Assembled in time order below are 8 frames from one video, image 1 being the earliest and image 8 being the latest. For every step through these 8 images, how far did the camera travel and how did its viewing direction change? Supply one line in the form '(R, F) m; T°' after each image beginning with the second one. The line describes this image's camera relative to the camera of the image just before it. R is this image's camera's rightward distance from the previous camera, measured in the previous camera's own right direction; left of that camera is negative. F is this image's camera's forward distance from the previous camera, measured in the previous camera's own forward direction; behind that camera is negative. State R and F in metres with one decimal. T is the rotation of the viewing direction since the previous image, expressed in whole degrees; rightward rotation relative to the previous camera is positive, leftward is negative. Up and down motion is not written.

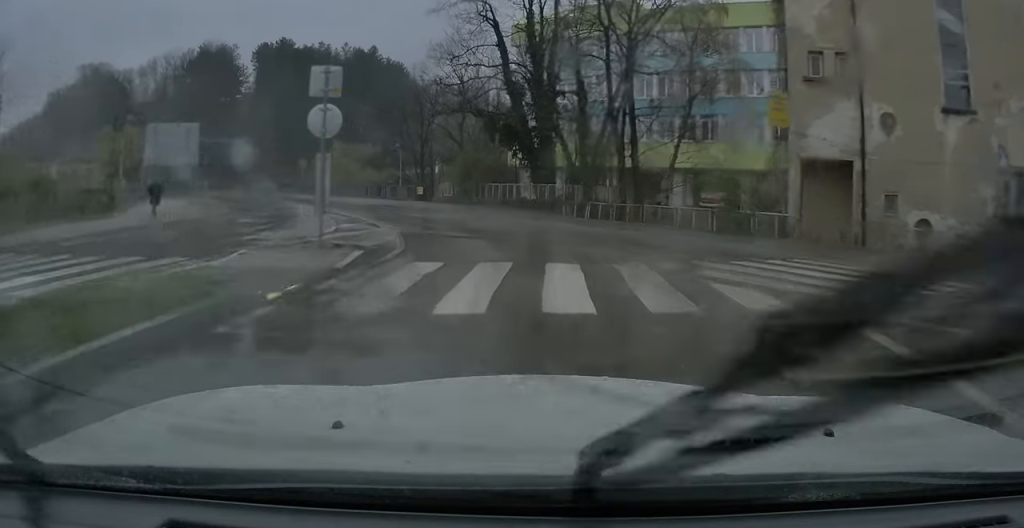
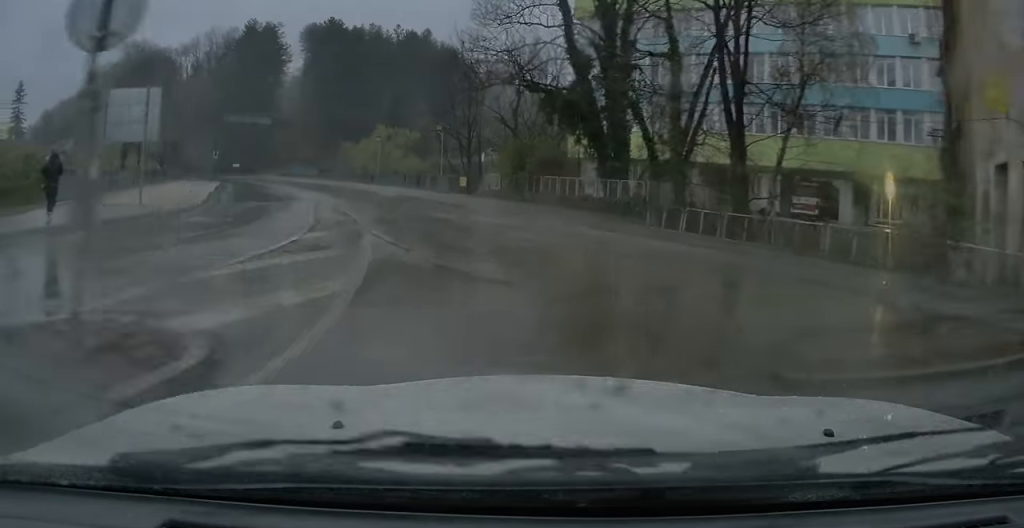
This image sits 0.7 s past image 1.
(0.0, +7.5) m; -5°
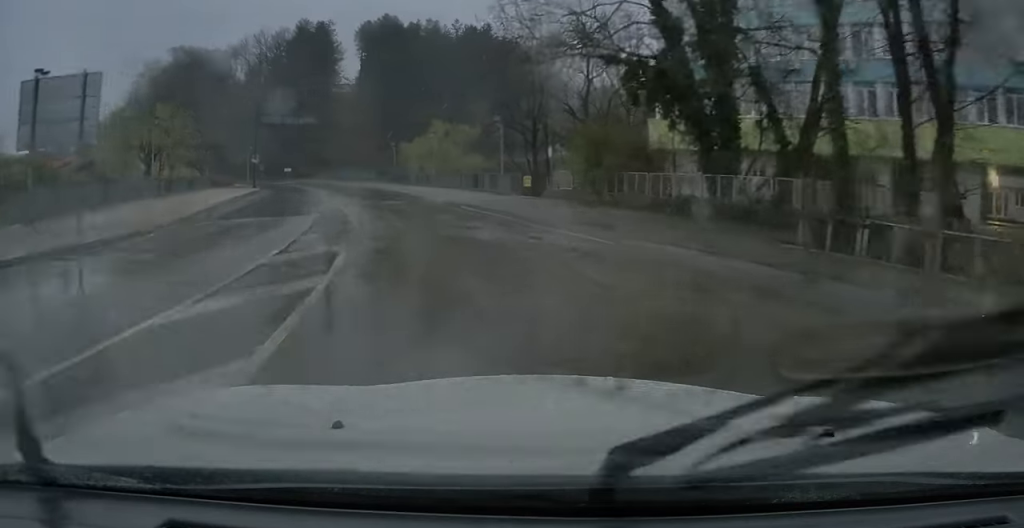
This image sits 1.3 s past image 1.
(-0.5, +6.8) m; -7°
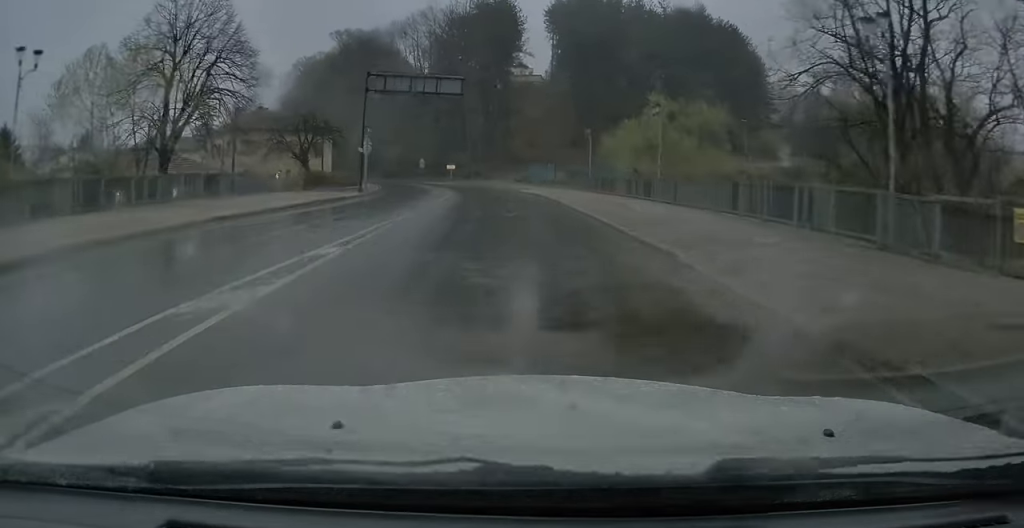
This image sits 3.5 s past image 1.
(-3.1, +24.8) m; -11°
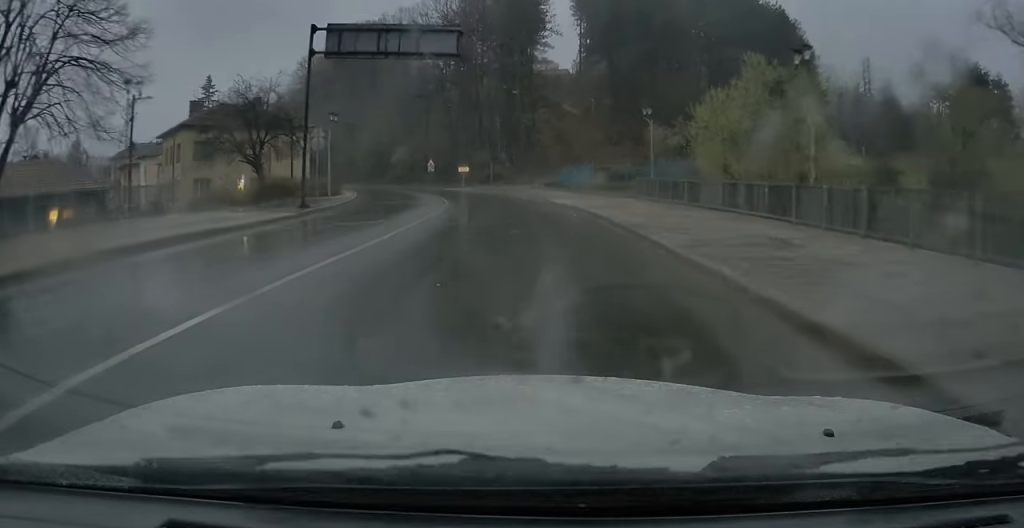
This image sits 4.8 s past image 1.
(-0.6, +15.3) m; -3°
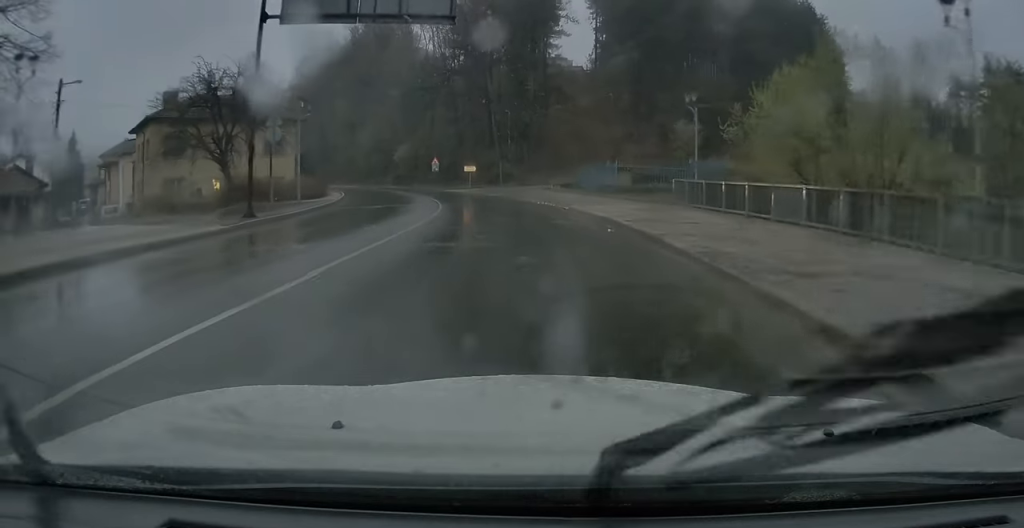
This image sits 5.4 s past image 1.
(+0.1, +6.6) m; -1°
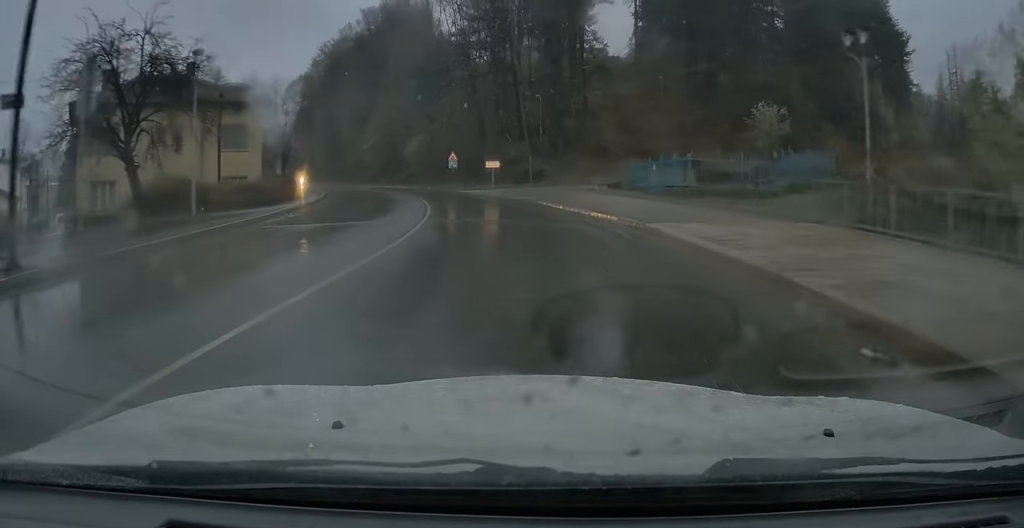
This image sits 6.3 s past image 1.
(-0.4, +11.8) m; -4°
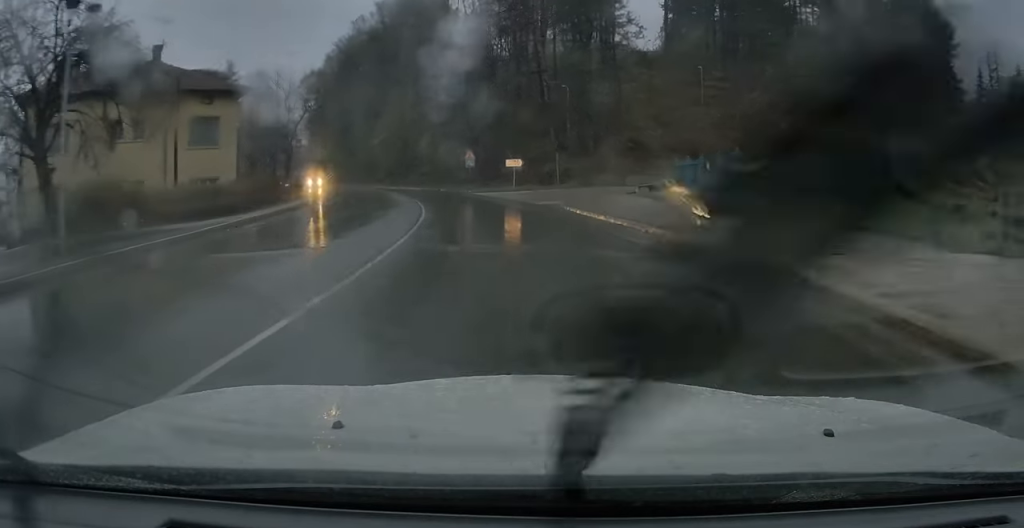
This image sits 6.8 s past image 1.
(-0.1, +6.5) m; -3°
